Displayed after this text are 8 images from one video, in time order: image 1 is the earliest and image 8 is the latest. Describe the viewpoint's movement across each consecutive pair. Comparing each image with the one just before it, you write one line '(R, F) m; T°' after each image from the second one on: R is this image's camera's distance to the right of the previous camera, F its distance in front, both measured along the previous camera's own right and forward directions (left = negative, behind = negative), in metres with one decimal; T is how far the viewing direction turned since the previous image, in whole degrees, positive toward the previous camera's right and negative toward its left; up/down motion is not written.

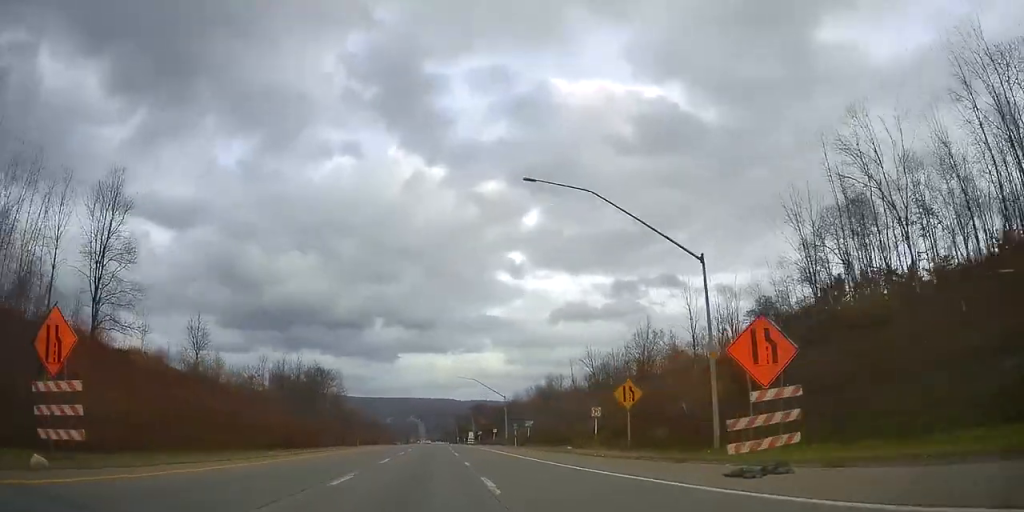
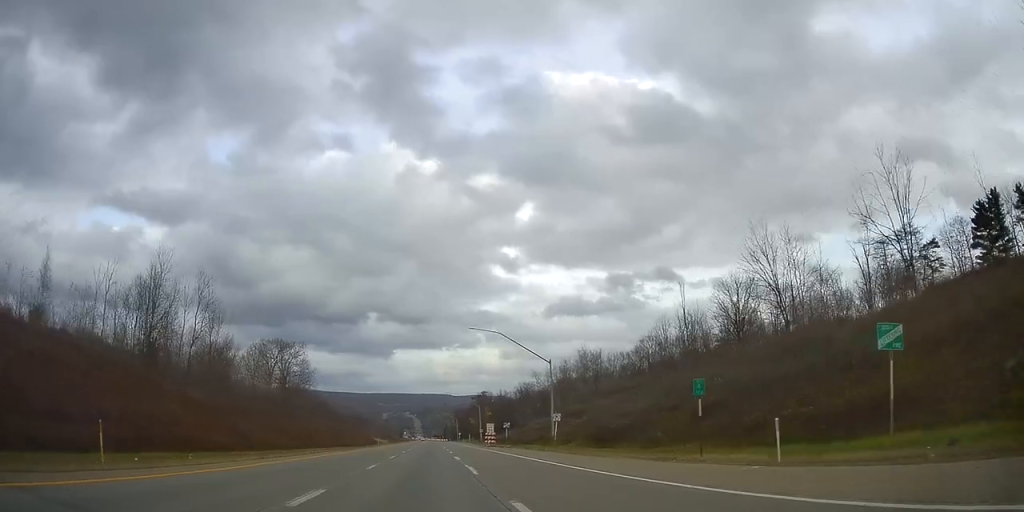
(-0.2, +54.4) m; 0°
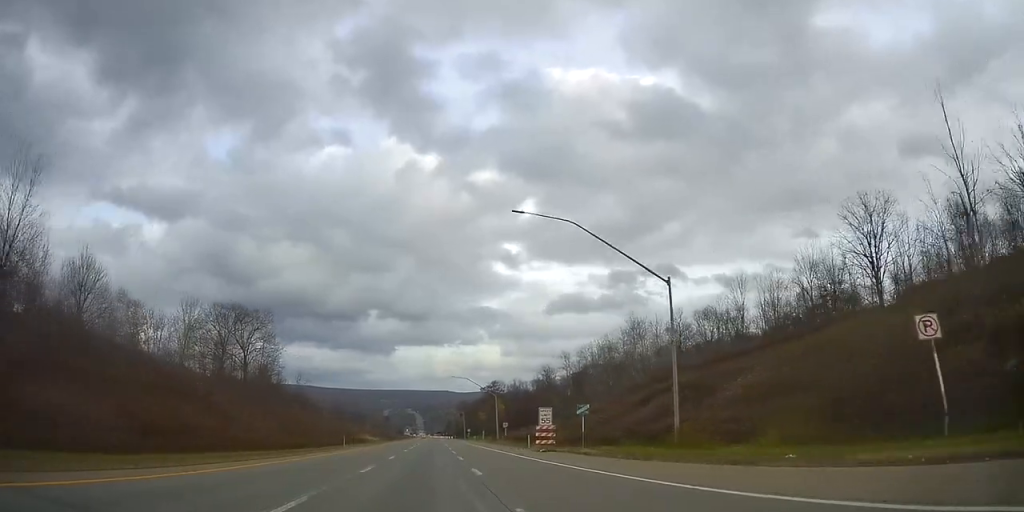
(-0.1, +38.2) m; 0°
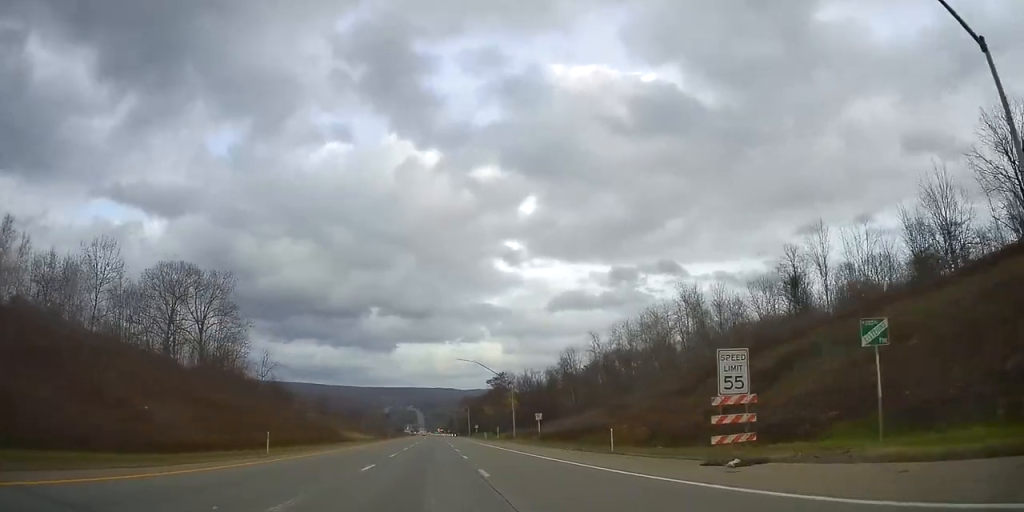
(+0.1, +26.6) m; +1°
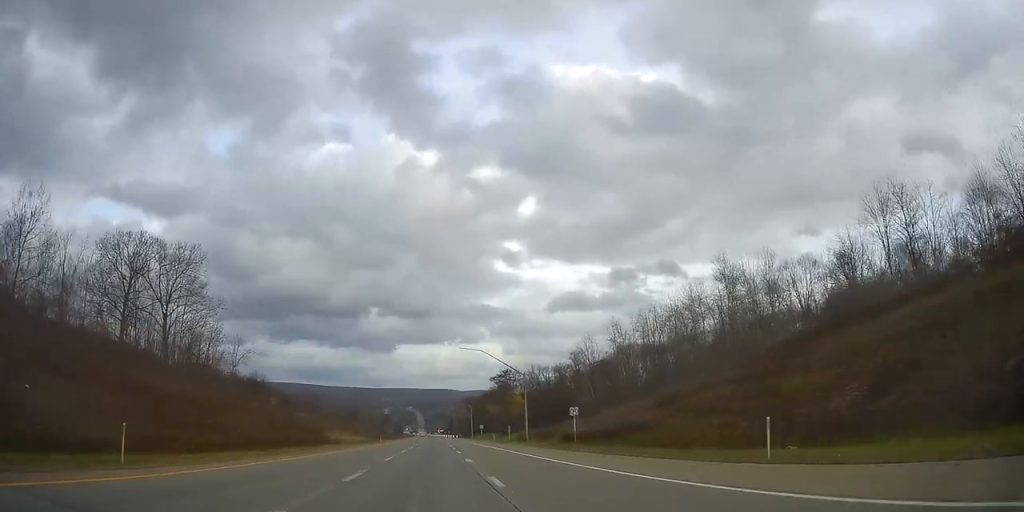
(0.0, +15.1) m; +1°
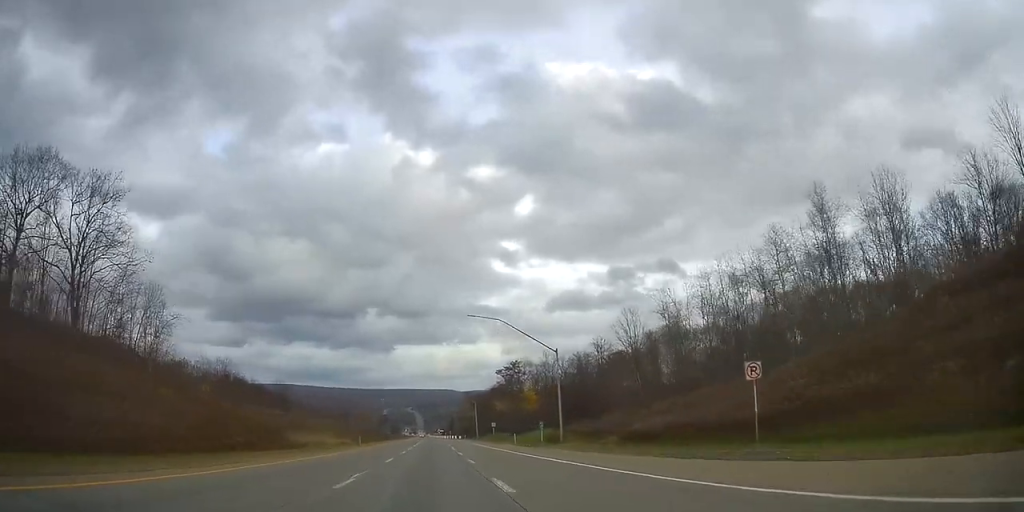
(+0.3, +25.7) m; -1°
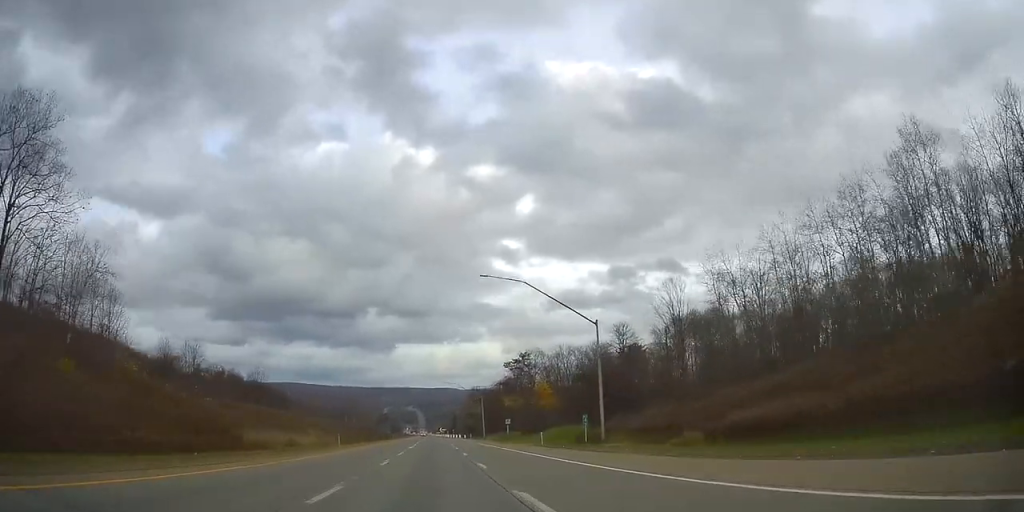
(-0.3, +16.2) m; 0°
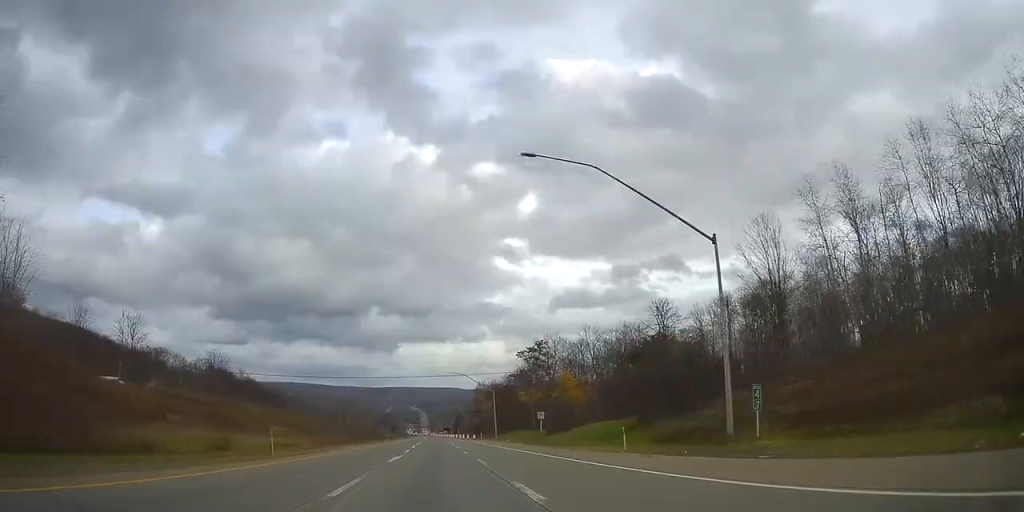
(-0.2, +22.8) m; 0°
